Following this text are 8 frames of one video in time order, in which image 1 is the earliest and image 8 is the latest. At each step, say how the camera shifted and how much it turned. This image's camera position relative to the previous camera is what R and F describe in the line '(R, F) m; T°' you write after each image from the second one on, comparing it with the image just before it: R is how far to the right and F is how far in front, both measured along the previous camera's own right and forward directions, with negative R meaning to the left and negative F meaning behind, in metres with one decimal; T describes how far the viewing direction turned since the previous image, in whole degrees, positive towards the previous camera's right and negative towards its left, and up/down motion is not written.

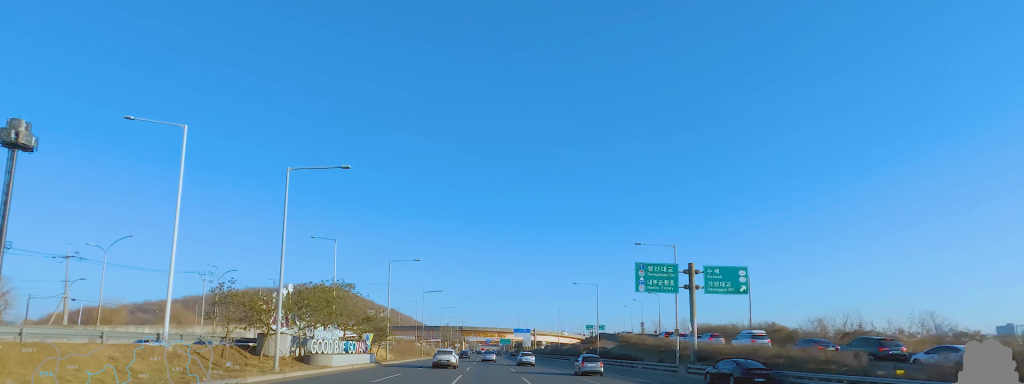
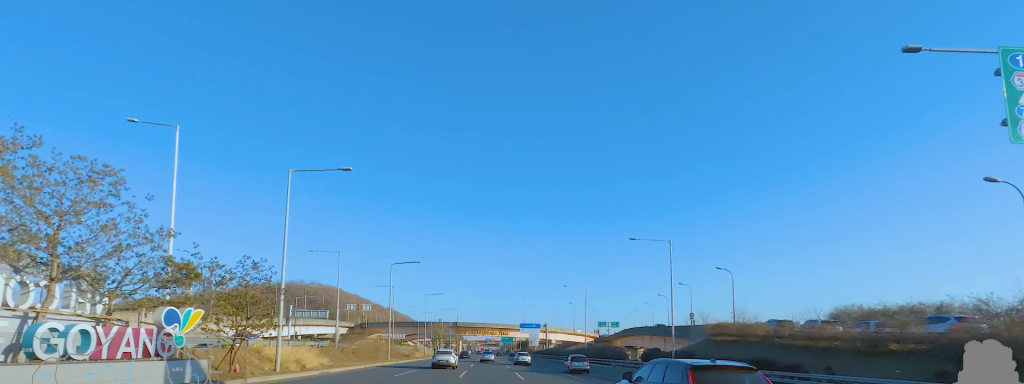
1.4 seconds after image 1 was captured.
(0.0, +29.4) m; 0°
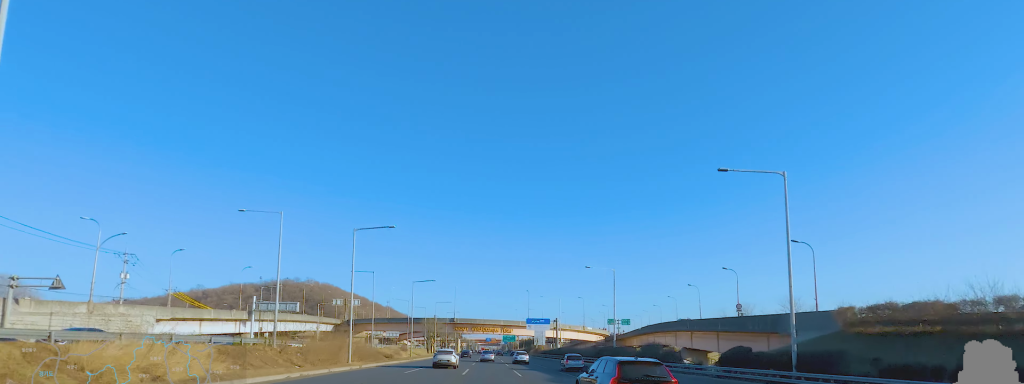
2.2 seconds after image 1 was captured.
(0.0, +16.1) m; 0°
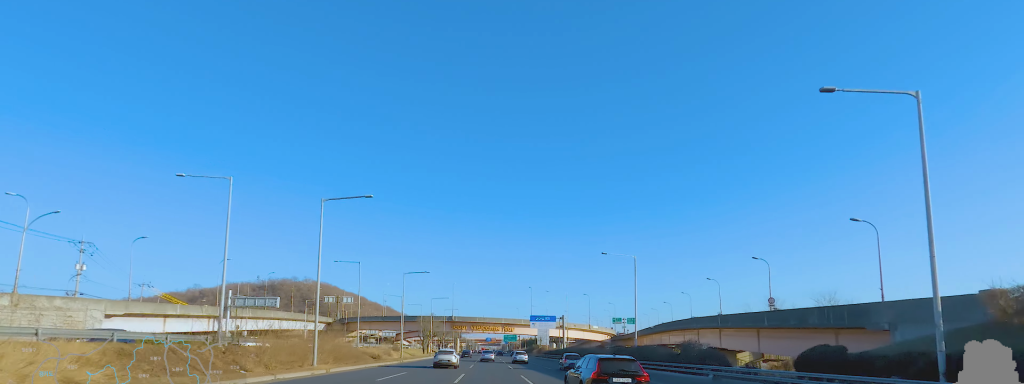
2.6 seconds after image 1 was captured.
(0.0, +8.0) m; 0°
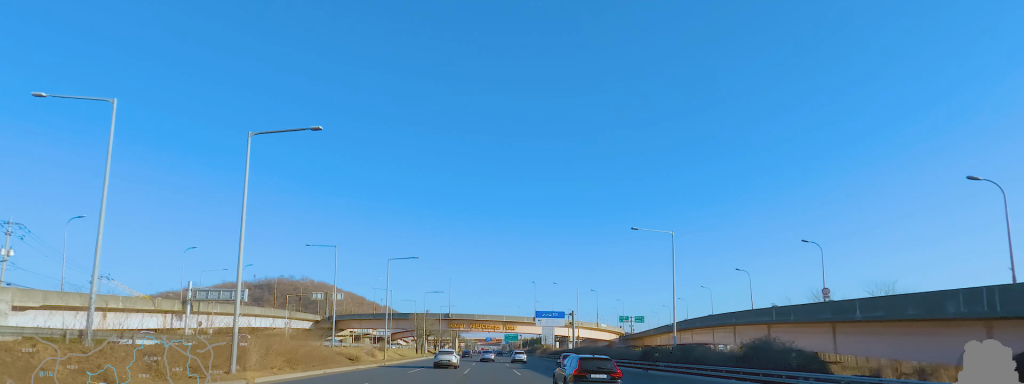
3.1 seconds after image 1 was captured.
(0.0, +9.8) m; 0°
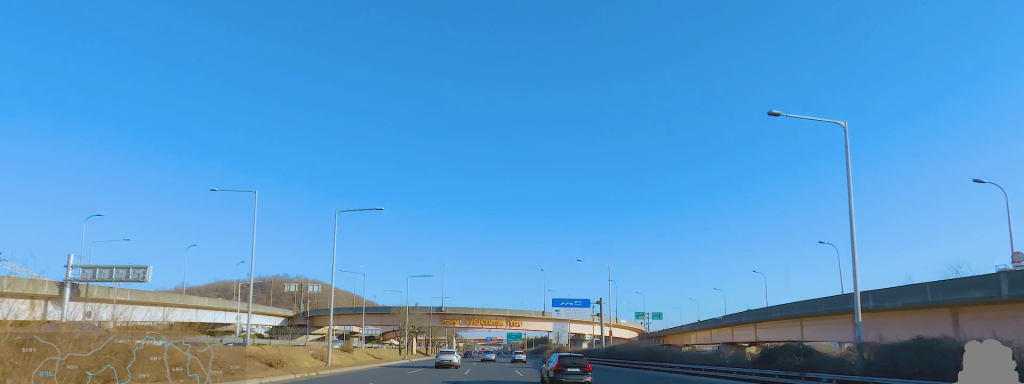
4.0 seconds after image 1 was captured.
(0.0, +17.9) m; 0°
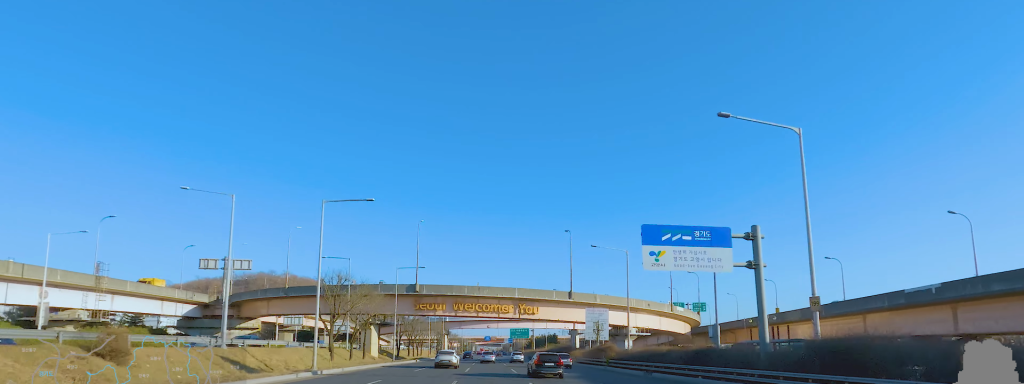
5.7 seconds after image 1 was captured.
(-0.5, +29.7) m; -2°
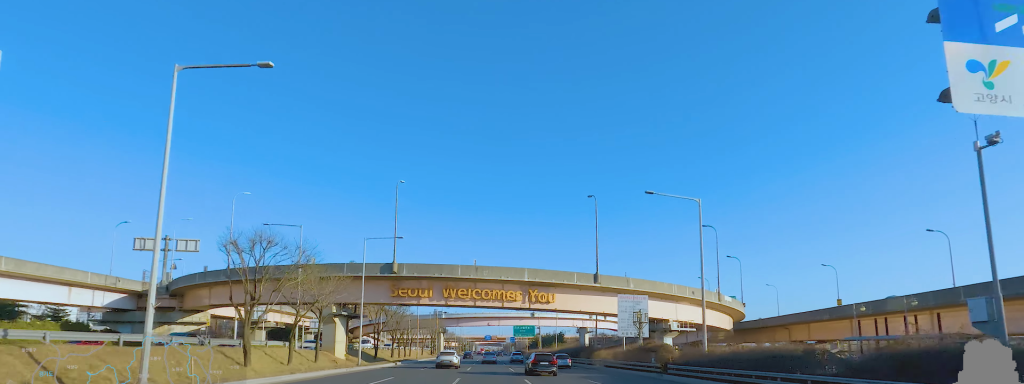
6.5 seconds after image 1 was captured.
(0.0, +13.3) m; +1°
